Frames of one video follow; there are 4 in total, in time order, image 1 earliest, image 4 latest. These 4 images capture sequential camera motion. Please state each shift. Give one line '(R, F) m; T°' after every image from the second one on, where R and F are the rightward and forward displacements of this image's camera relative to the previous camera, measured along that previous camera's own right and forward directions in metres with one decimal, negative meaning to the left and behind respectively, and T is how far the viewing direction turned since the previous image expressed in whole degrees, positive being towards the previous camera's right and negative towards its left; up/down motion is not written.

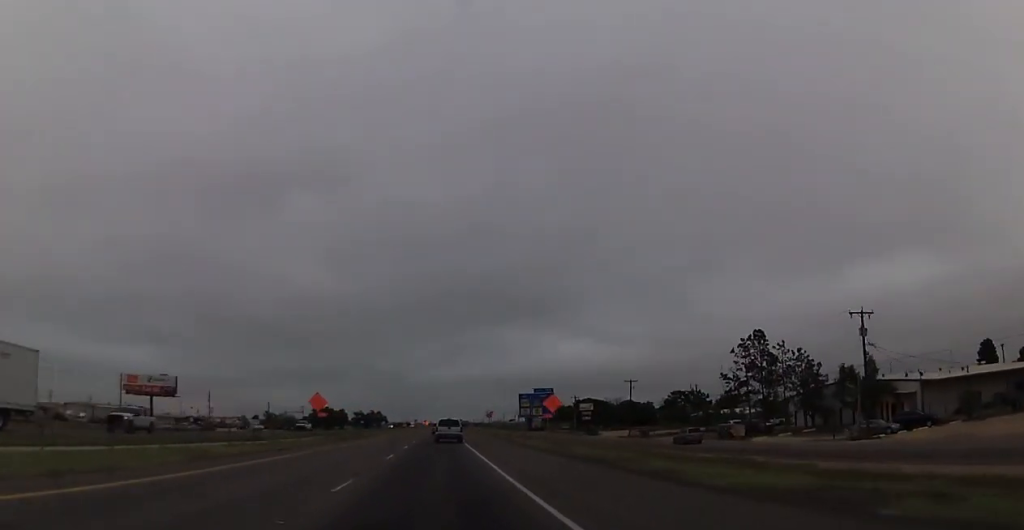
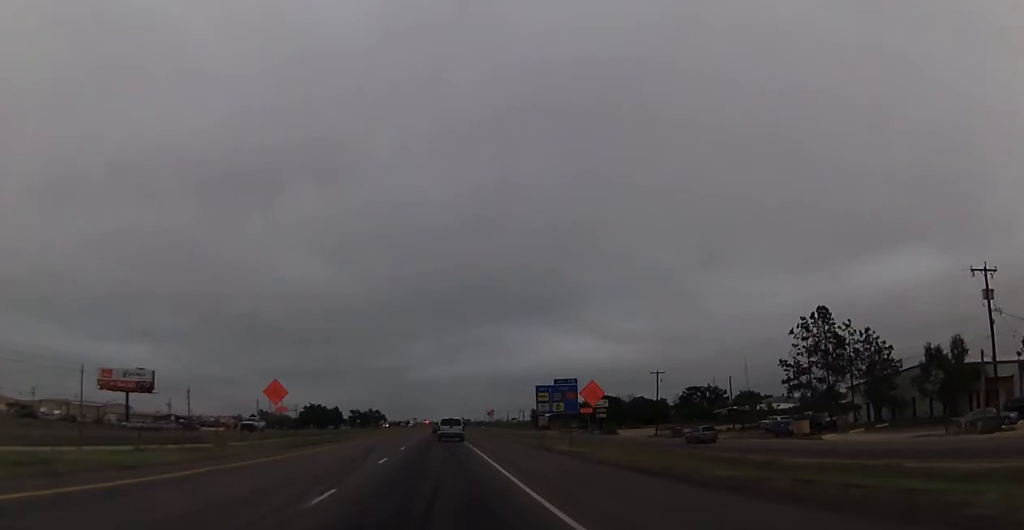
(+0.2, +15.1) m; +1°
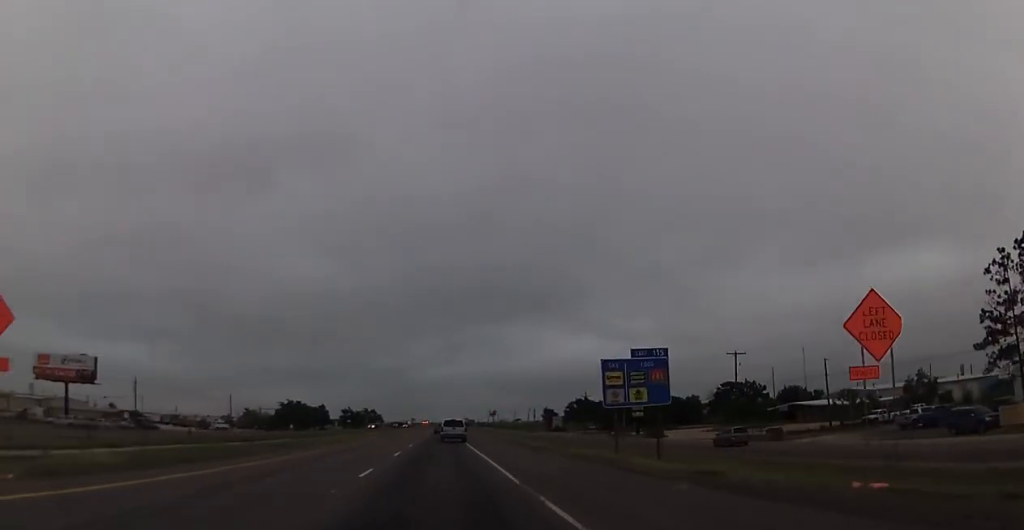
(+0.1, +29.7) m; 0°
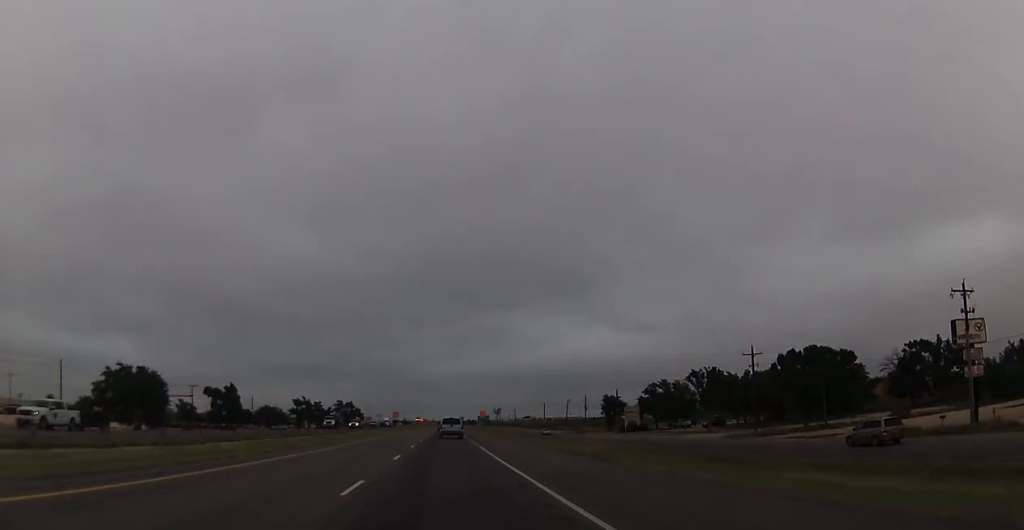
(-0.8, +89.9) m; -1°
